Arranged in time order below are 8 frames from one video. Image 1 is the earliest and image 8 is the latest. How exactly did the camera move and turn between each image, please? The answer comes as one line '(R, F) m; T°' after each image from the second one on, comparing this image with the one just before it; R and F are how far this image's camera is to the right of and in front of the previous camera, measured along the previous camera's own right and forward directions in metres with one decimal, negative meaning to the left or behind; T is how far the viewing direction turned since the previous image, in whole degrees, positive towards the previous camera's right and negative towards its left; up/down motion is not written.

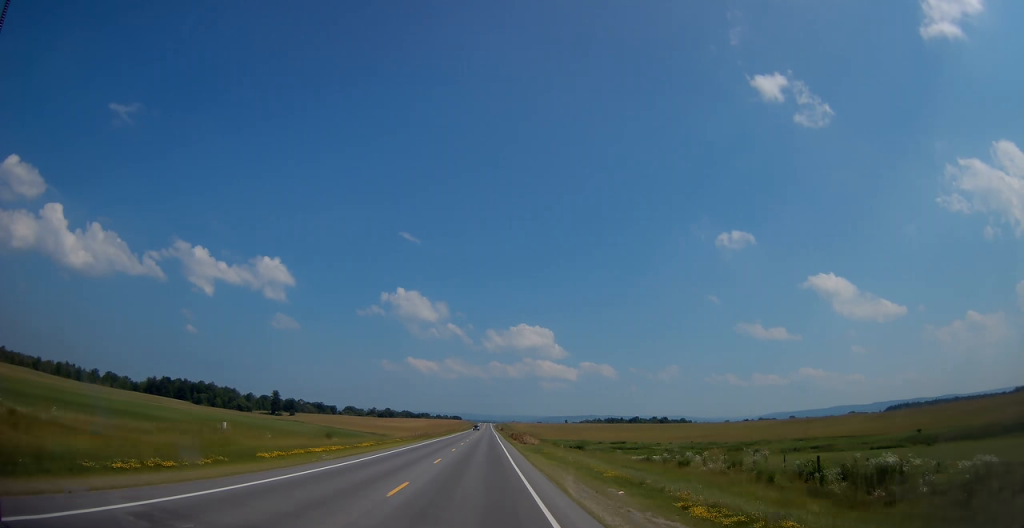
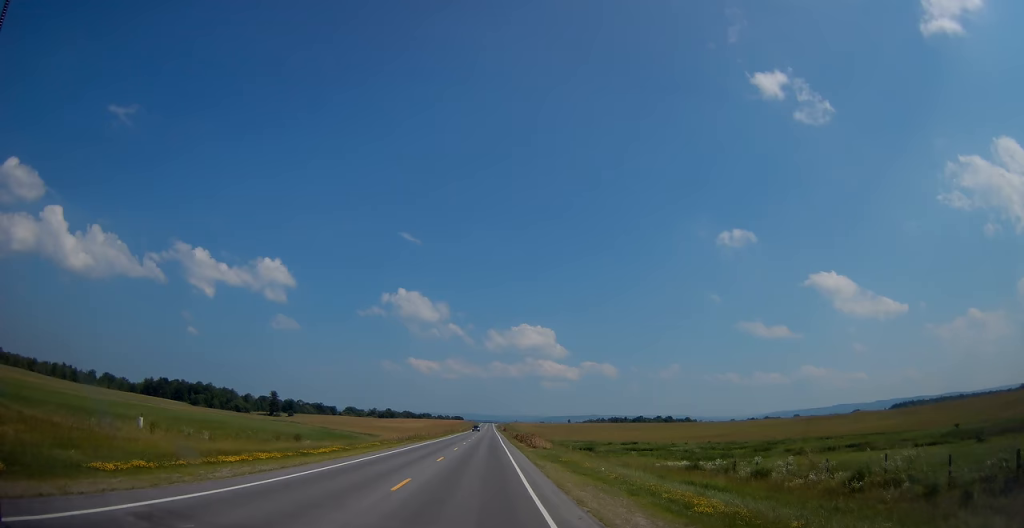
(+0.1, +11.2) m; 0°
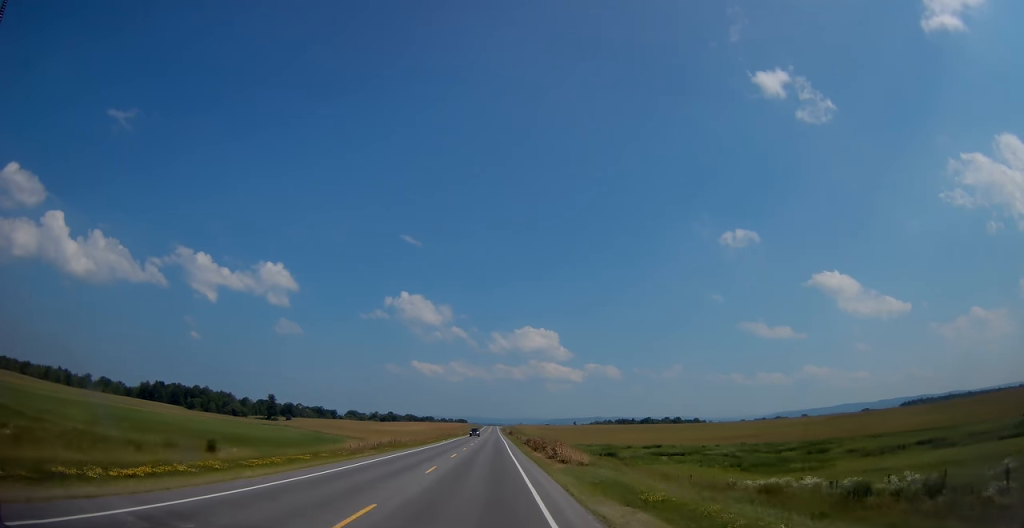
(-0.1, +18.0) m; 0°
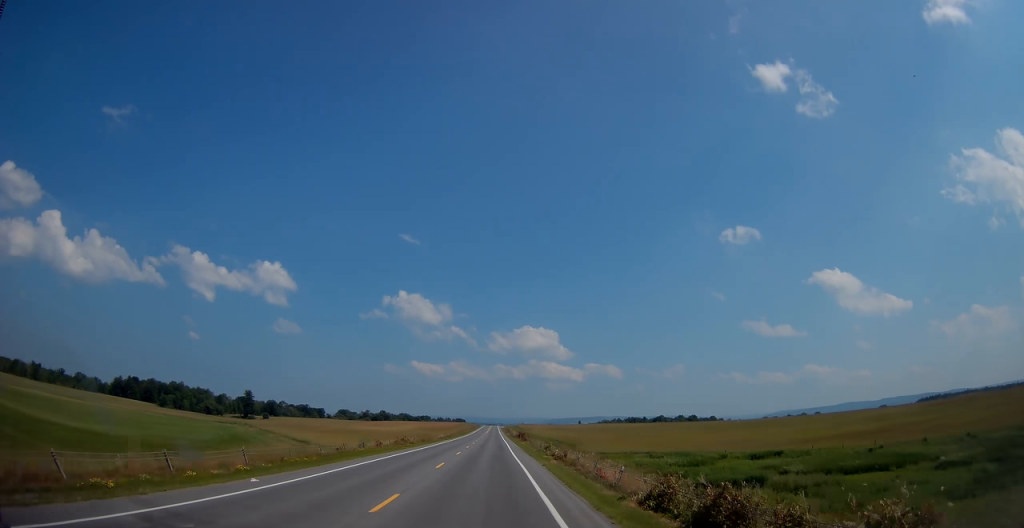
(0.0, +59.3) m; 0°
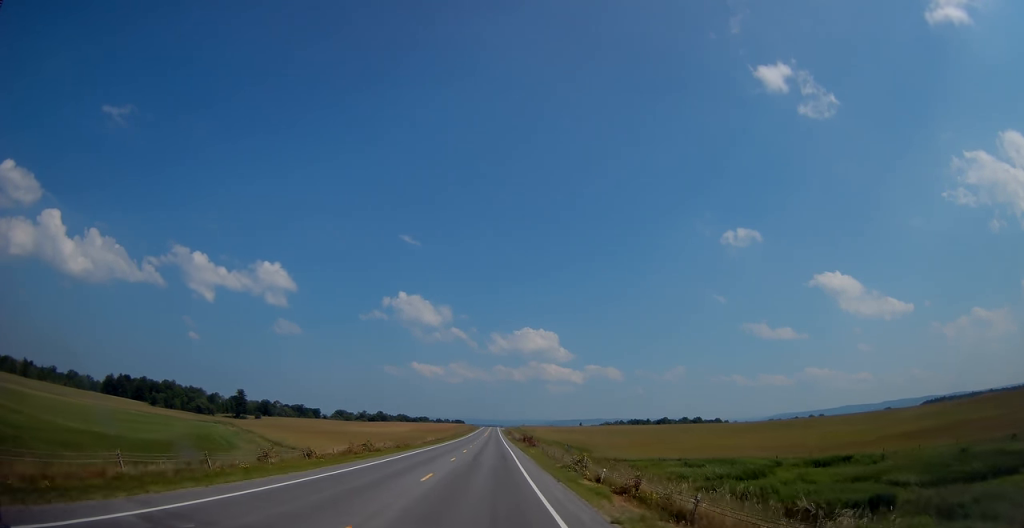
(+0.1, +17.2) m; 0°
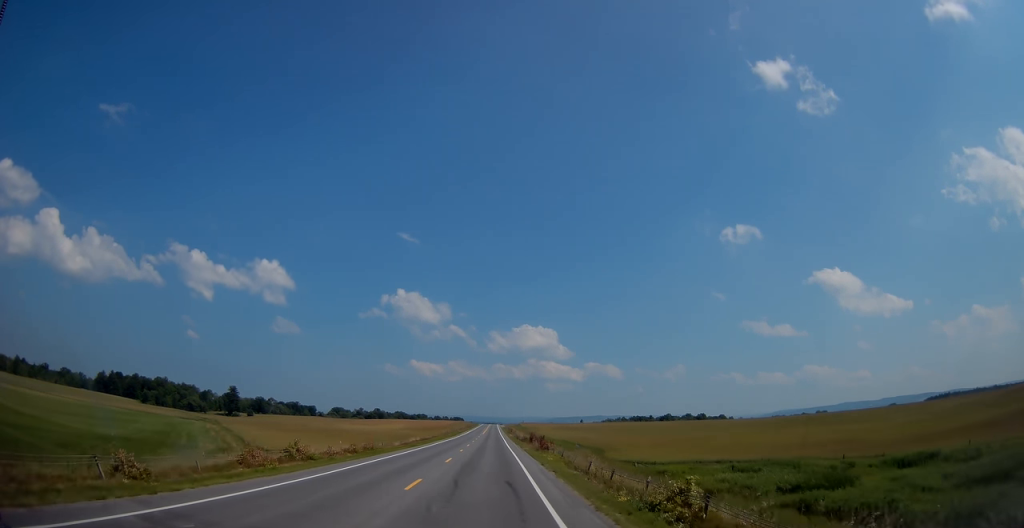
(+0.1, +15.5) m; 0°
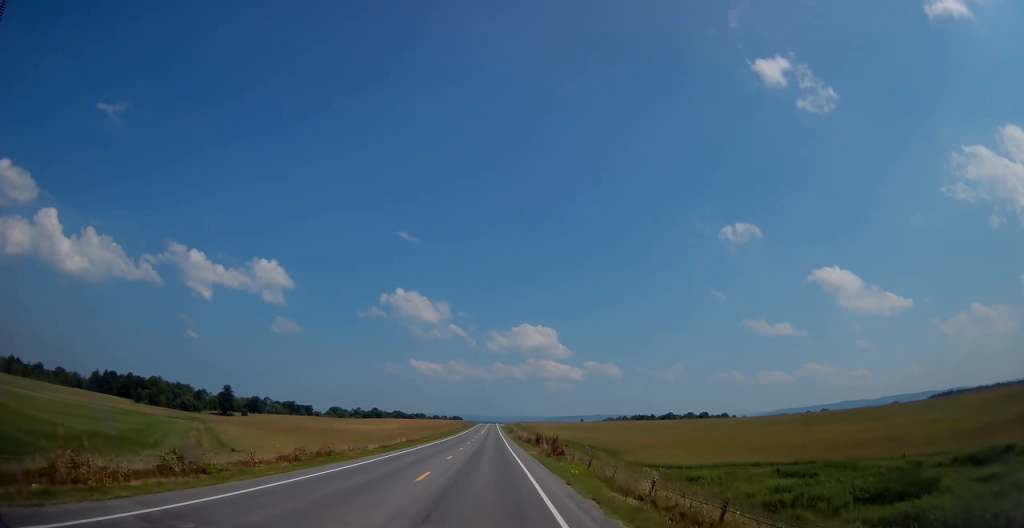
(-0.1, +10.3) m; 0°
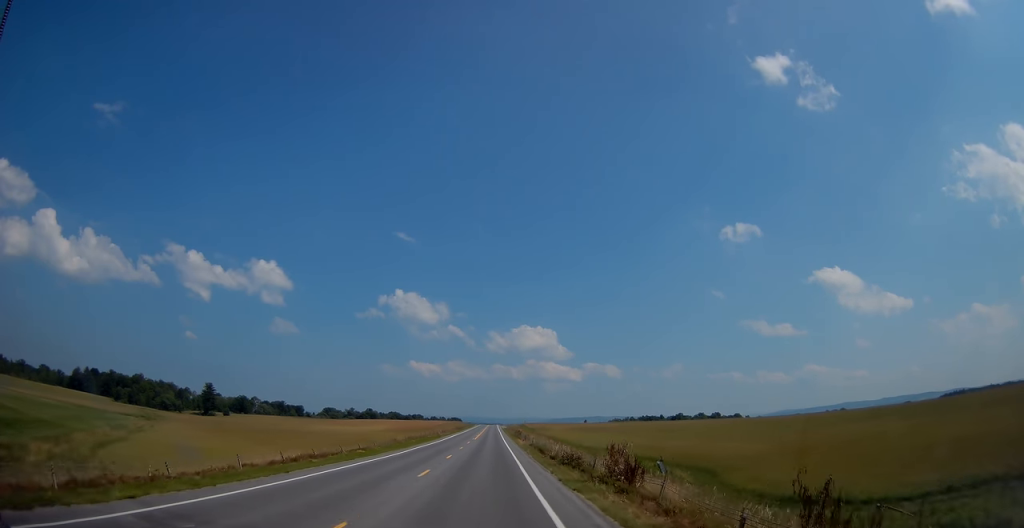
(+0.1, +35.2) m; 0°
